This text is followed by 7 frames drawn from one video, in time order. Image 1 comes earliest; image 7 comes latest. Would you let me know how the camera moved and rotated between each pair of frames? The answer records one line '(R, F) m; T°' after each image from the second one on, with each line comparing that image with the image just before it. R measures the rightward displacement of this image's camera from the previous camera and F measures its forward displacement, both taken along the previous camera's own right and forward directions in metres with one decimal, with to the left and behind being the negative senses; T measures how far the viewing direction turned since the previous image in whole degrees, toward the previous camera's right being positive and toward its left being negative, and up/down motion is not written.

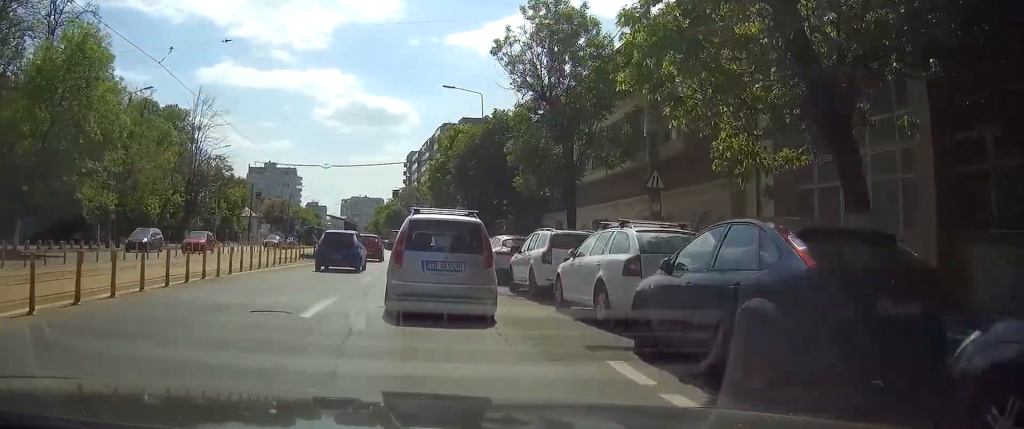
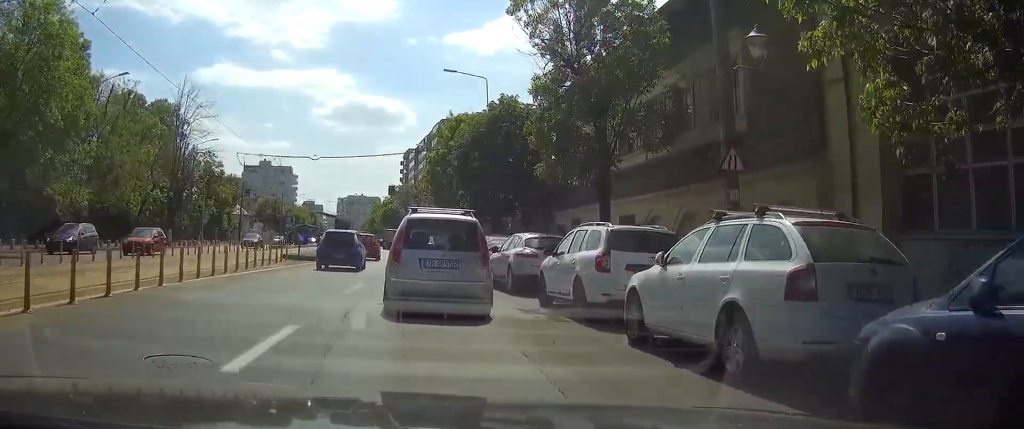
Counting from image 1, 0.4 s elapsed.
(0.0, +4.4) m; 0°
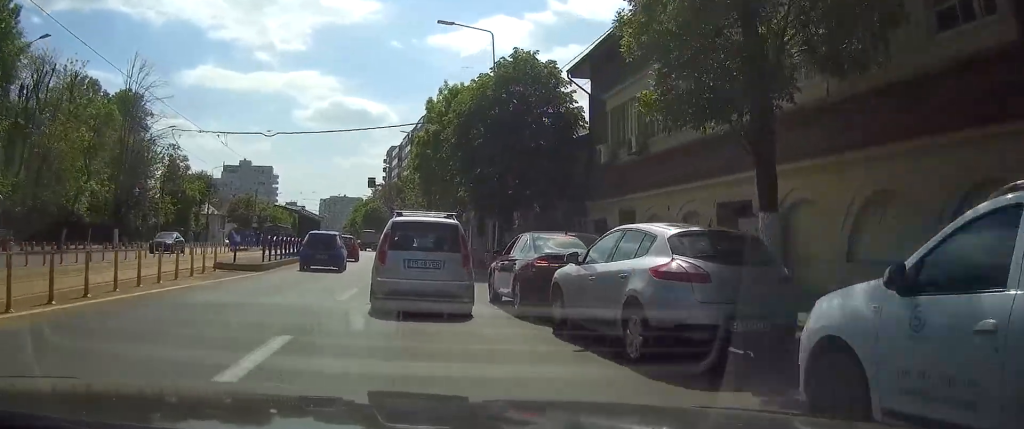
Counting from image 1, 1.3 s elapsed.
(+0.1, +10.1) m; +1°
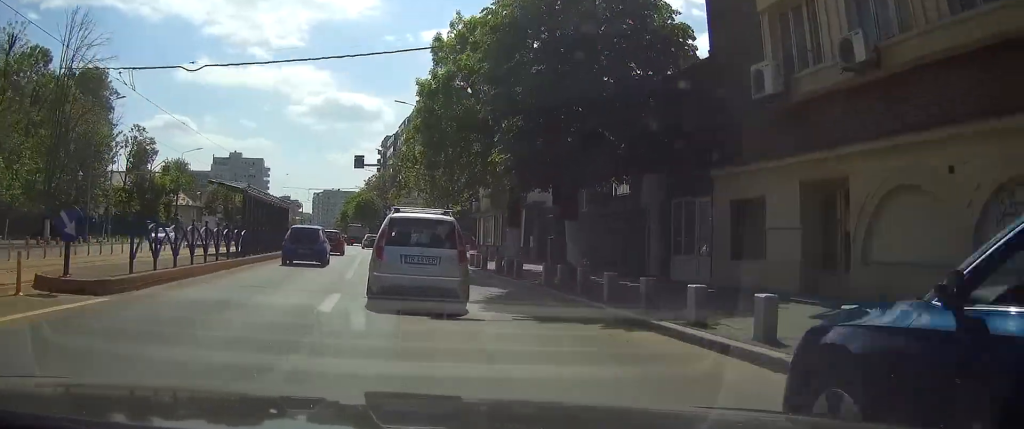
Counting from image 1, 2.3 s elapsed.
(0.0, +12.1) m; +1°
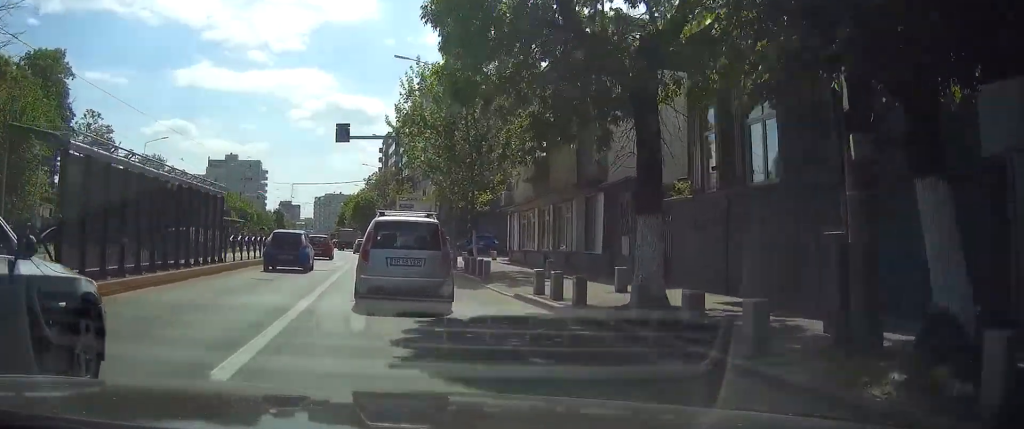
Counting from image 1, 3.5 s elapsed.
(+0.1, +14.4) m; 0°
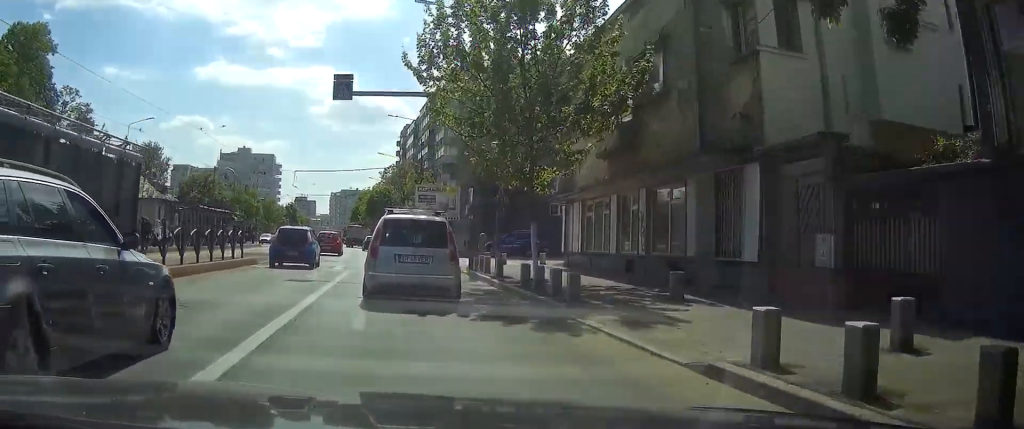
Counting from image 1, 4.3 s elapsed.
(-0.2, +9.5) m; -2°
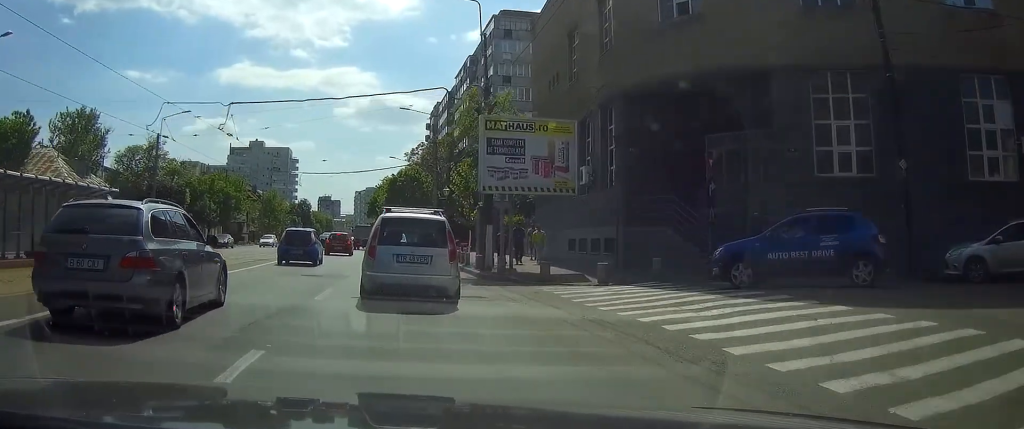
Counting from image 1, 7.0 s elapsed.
(-0.7, +31.0) m; -2°
